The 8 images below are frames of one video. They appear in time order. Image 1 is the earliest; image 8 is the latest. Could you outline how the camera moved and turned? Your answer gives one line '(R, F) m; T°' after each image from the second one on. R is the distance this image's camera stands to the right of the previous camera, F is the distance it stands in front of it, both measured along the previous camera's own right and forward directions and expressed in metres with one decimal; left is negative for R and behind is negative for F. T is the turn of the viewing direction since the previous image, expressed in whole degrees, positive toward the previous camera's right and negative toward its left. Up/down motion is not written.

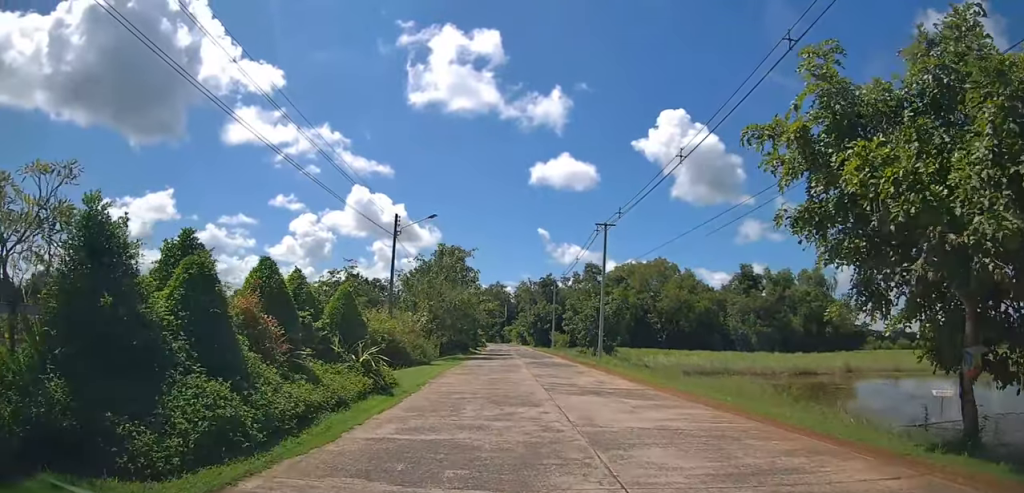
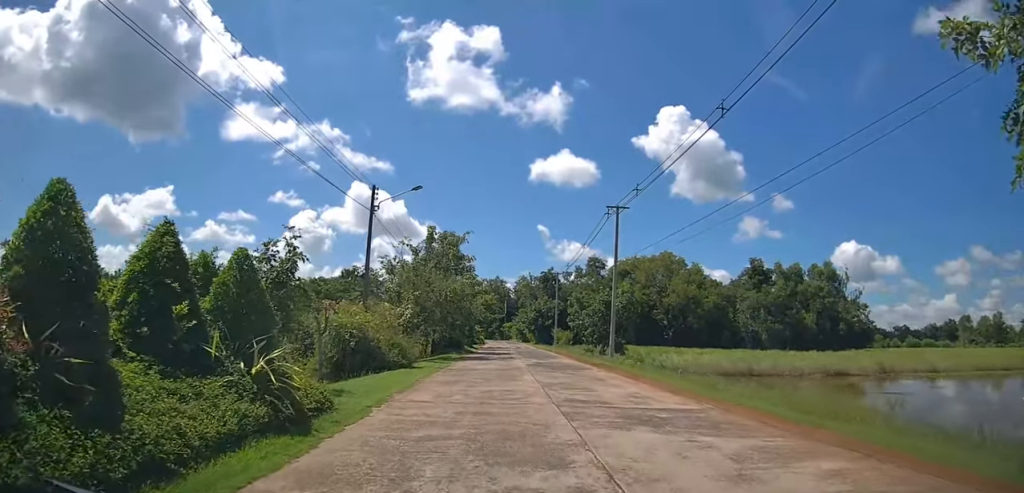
(0.0, +4.2) m; 0°
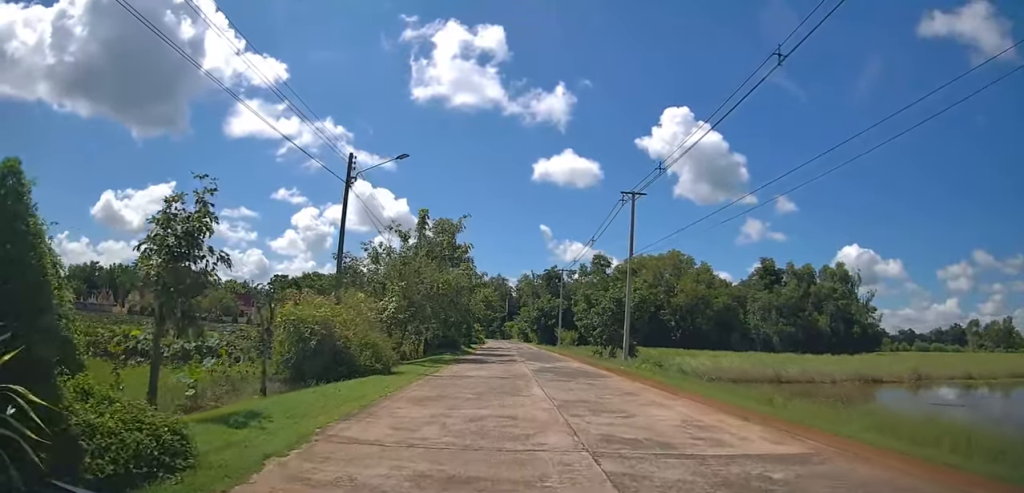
(+0.1, +3.5) m; 0°
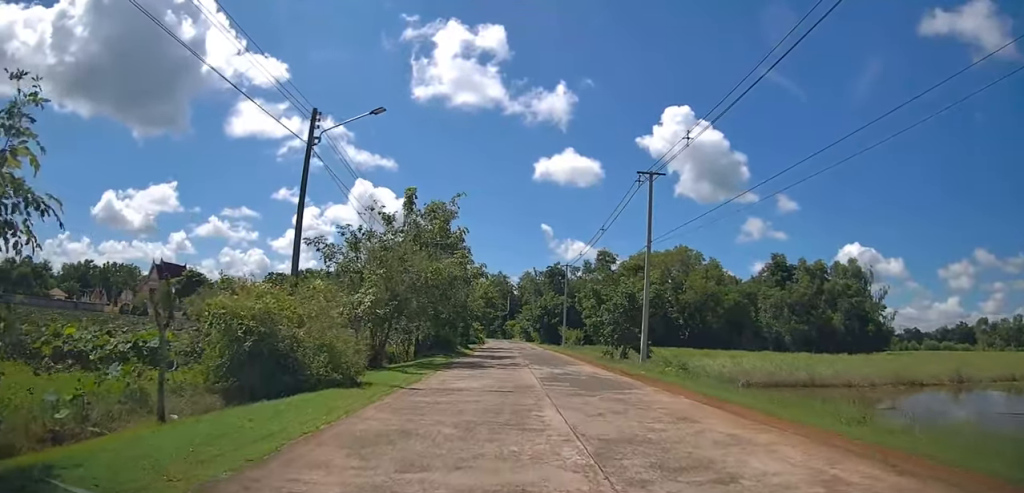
(-0.1, +3.7) m; 0°
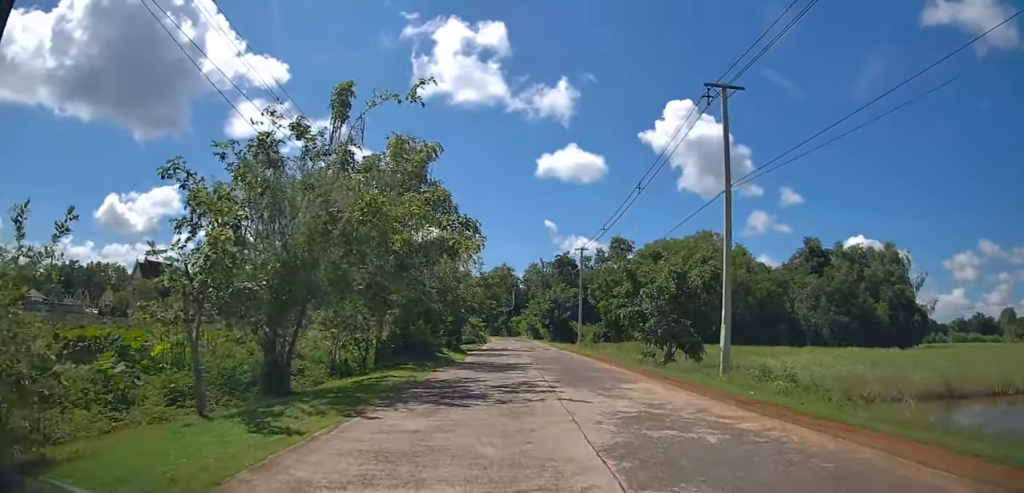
(0.0, +10.2) m; +1°
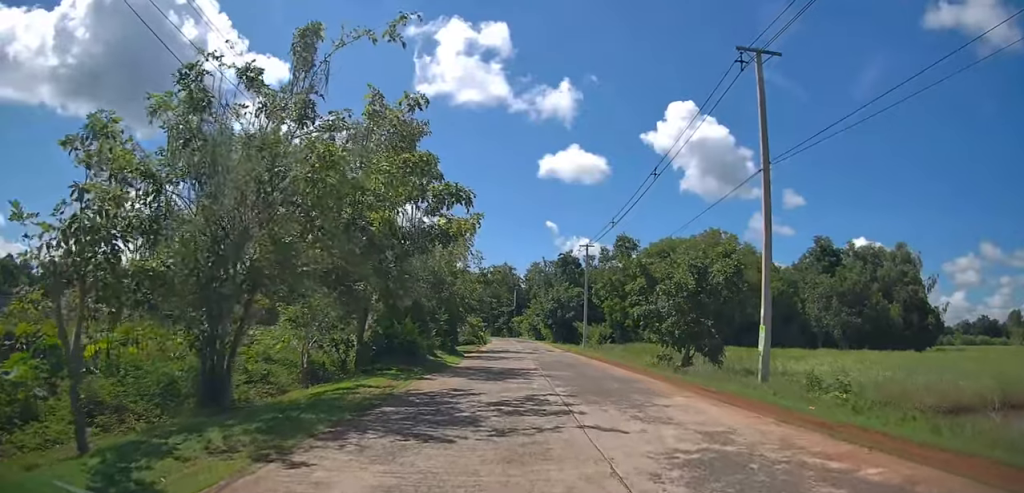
(0.0, +2.9) m; 0°
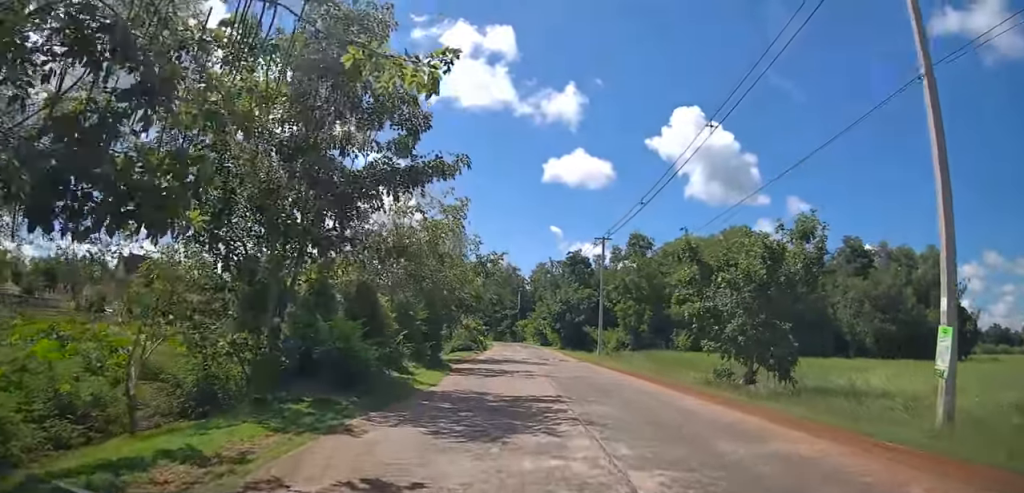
(-0.1, +7.0) m; -1°
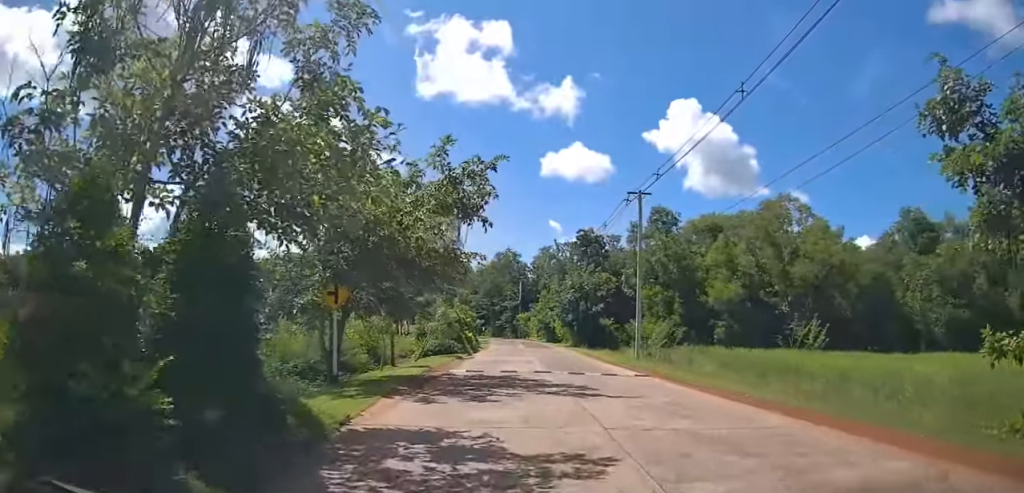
(0.0, +13.9) m; 0°
